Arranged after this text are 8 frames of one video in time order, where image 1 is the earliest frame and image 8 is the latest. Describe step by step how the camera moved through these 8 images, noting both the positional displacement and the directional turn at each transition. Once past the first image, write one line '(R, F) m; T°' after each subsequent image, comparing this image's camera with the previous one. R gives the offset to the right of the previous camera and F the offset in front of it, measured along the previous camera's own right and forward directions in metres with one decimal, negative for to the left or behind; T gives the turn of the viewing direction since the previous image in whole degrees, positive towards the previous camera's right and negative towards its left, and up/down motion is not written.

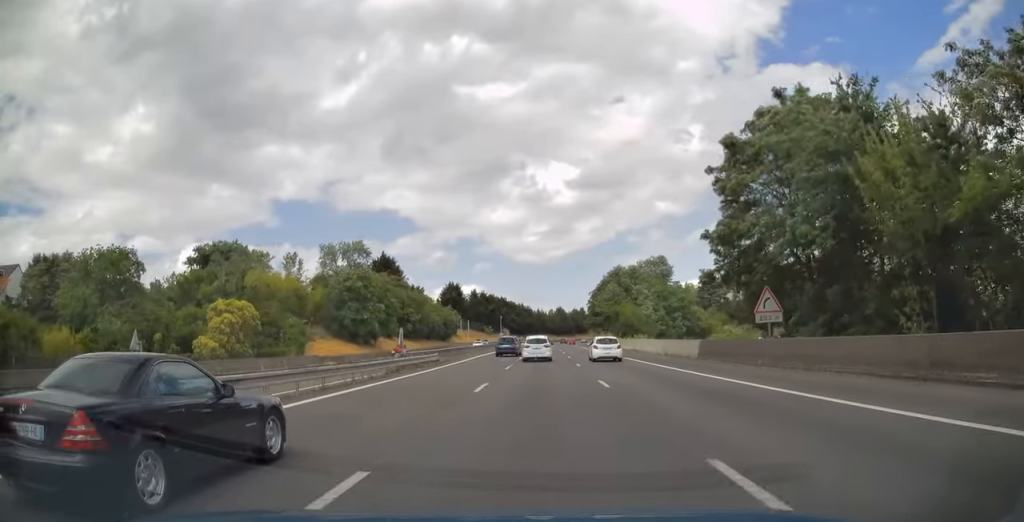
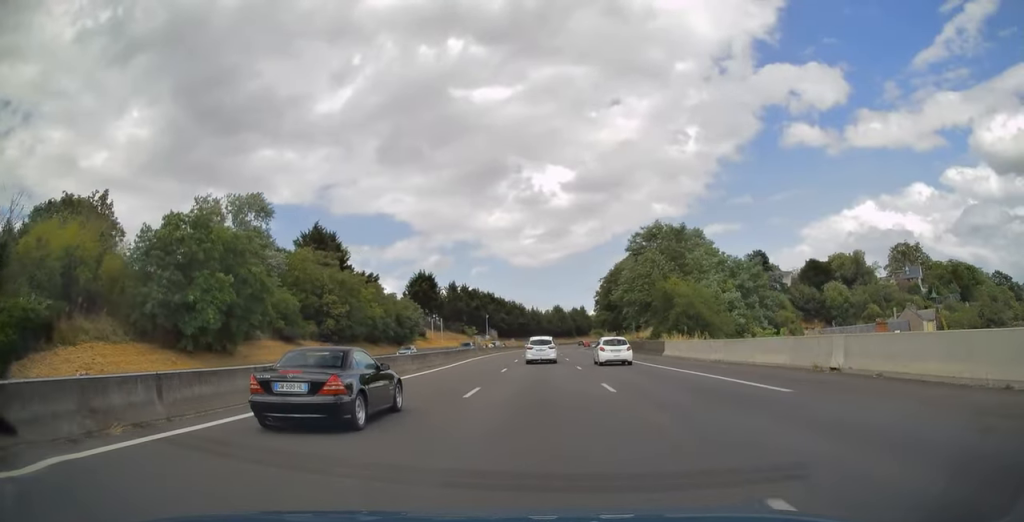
(+0.1, +40.9) m; +1°
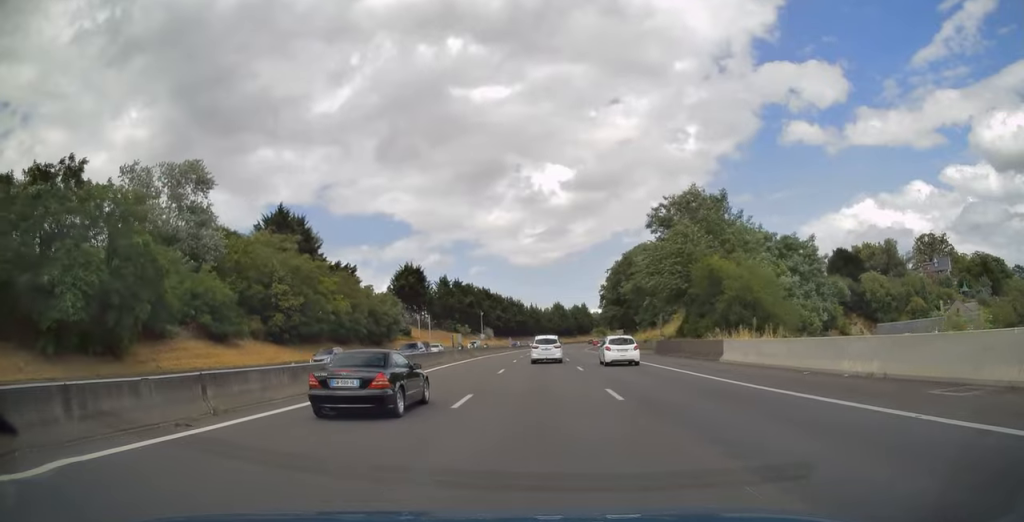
(+0.1, +14.6) m; 0°
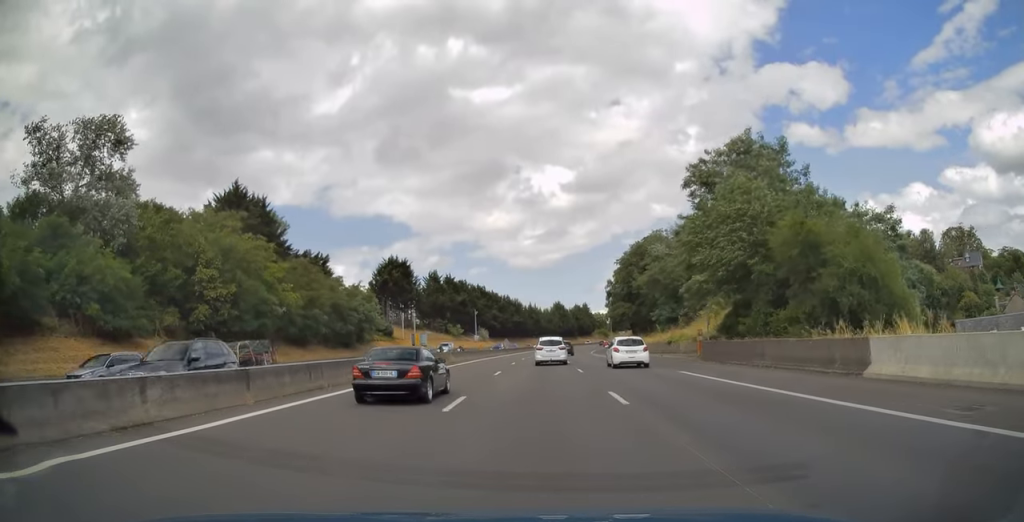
(+0.1, +14.2) m; 0°
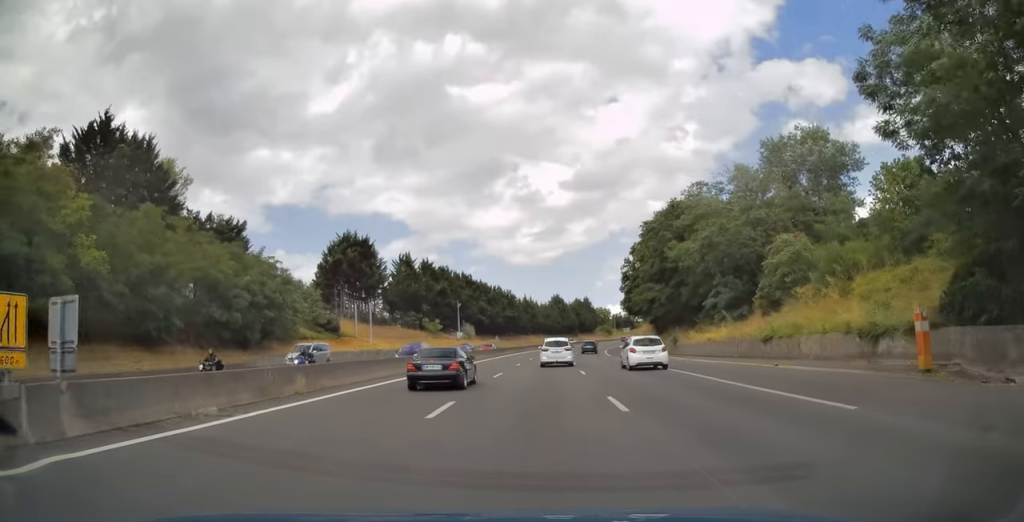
(-0.2, +27.1) m; 0°
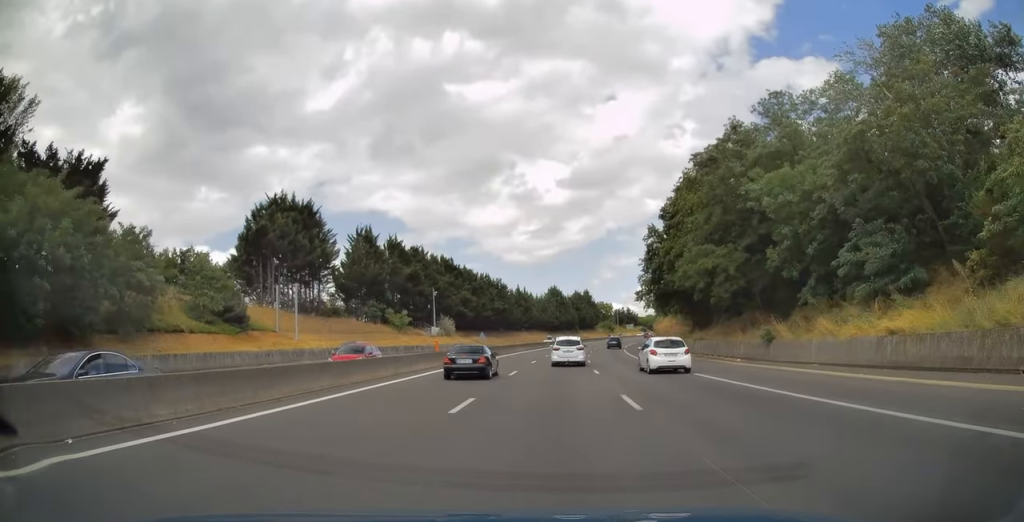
(+0.2, +25.4) m; +1°
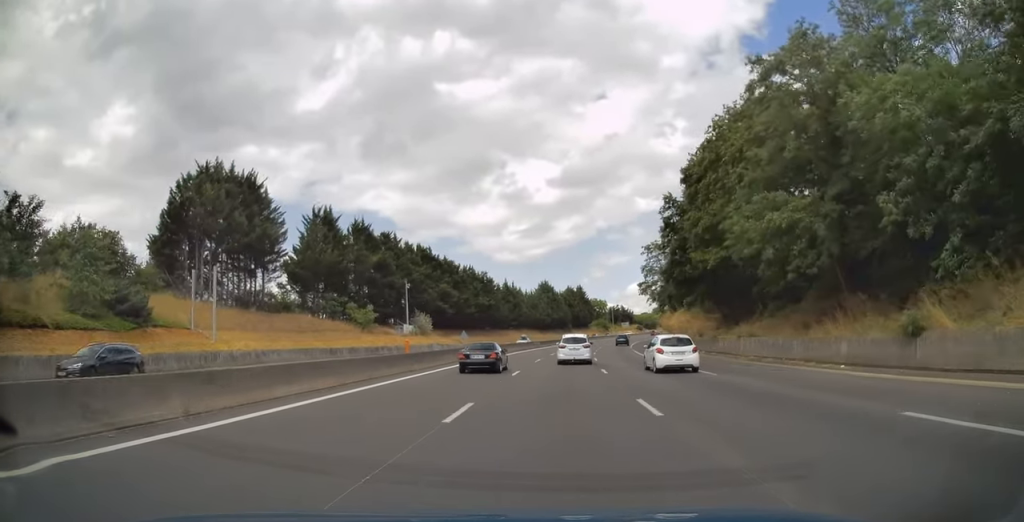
(+0.3, +14.7) m; +1°
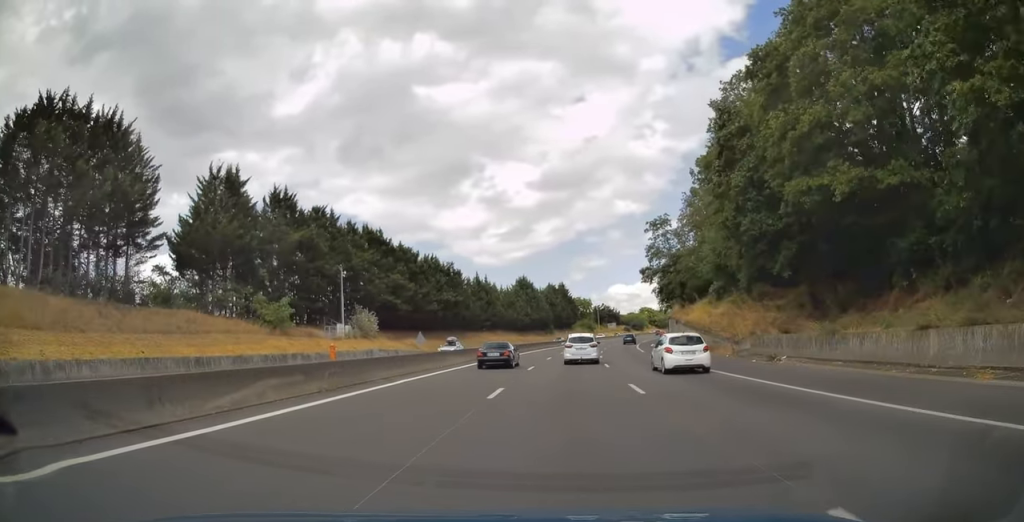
(+0.3, +22.0) m; +2°
